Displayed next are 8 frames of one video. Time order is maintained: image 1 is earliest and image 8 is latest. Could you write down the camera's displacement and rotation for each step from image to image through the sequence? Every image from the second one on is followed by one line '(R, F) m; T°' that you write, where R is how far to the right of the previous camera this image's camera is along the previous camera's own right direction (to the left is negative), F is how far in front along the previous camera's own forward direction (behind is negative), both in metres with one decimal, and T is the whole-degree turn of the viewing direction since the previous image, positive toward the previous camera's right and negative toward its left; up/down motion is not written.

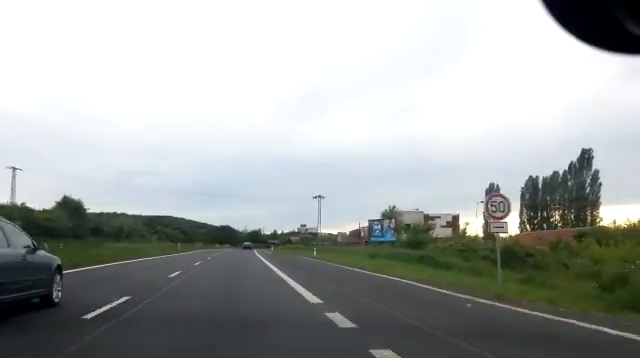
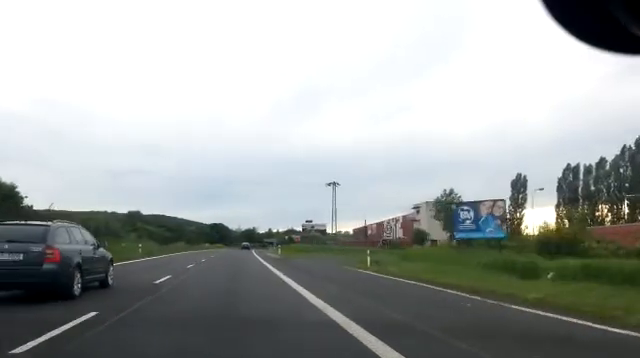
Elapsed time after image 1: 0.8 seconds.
(-0.2, +19.6) m; 0°
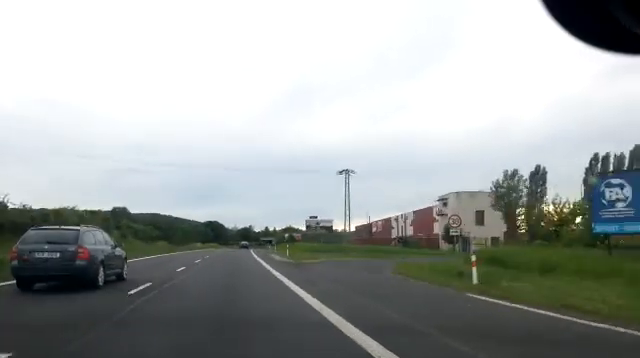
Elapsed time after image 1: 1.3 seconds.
(0.0, +11.5) m; 0°
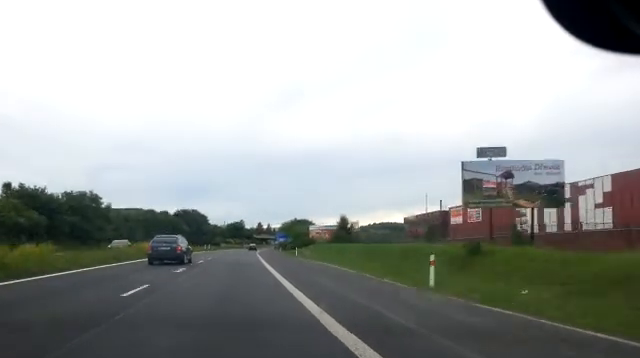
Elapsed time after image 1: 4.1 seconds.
(+0.7, +70.0) m; +2°
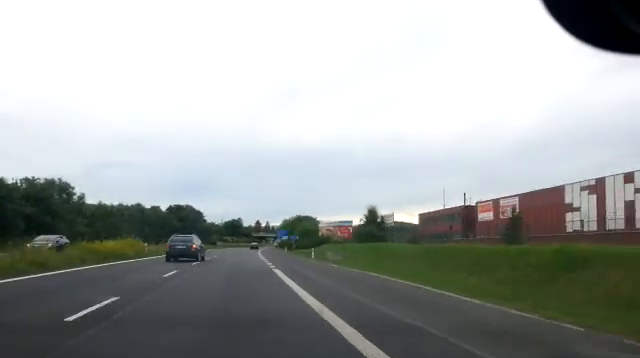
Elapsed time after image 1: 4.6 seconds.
(+0.3, +12.4) m; +1°
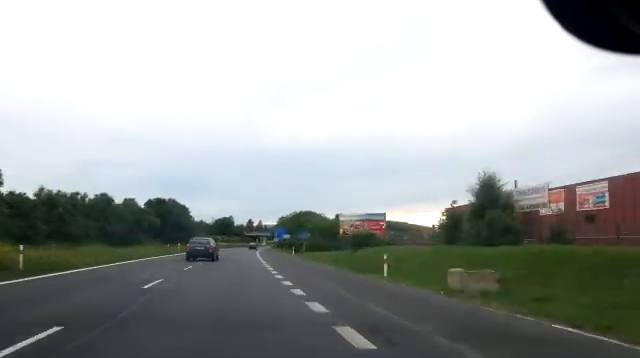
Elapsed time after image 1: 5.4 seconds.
(+0.2, +20.7) m; +1°
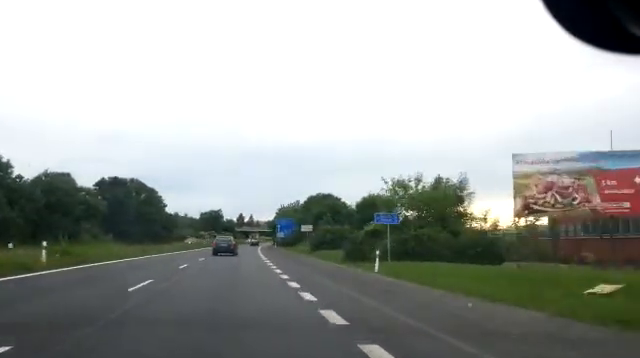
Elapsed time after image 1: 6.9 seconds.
(+0.6, +36.5) m; +2°
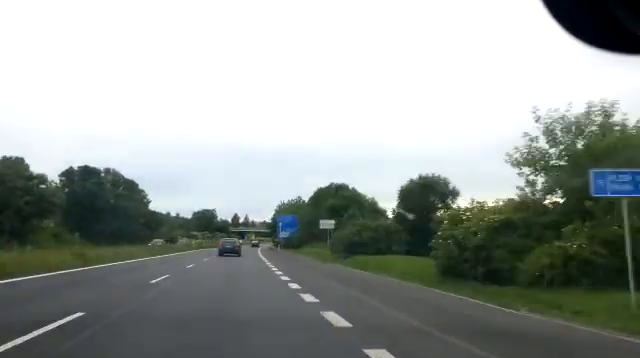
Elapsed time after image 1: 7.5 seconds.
(+0.1, +15.0) m; 0°
